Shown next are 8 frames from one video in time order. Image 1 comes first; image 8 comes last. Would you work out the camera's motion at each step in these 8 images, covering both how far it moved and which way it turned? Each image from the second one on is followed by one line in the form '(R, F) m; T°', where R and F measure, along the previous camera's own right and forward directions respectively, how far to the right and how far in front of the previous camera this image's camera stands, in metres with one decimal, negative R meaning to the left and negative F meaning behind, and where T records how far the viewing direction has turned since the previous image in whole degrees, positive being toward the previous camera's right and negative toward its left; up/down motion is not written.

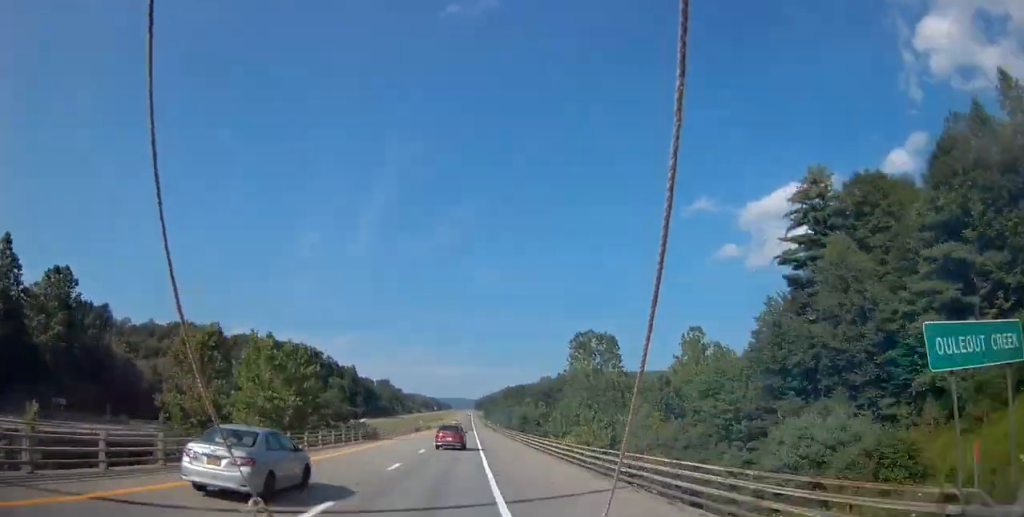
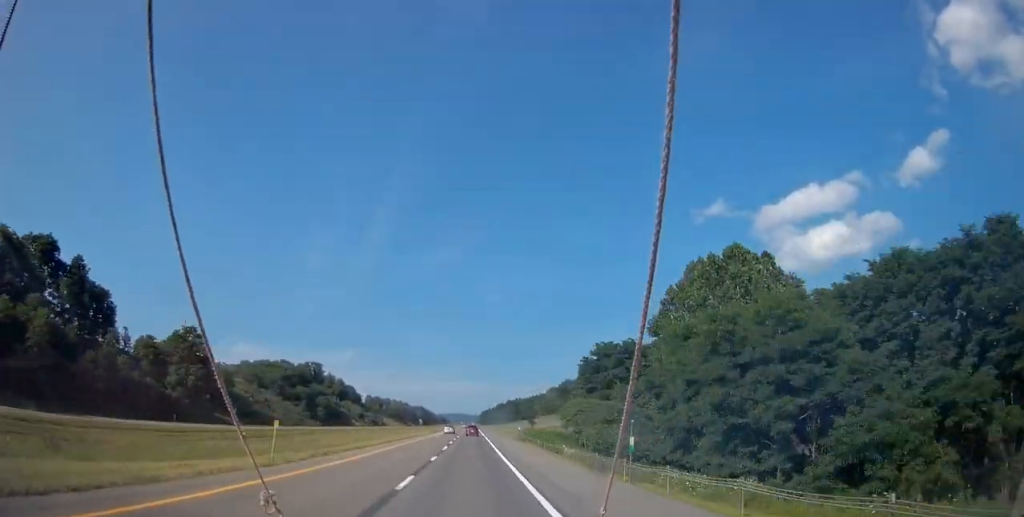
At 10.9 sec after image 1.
(-0.3, +305.5) m; 0°
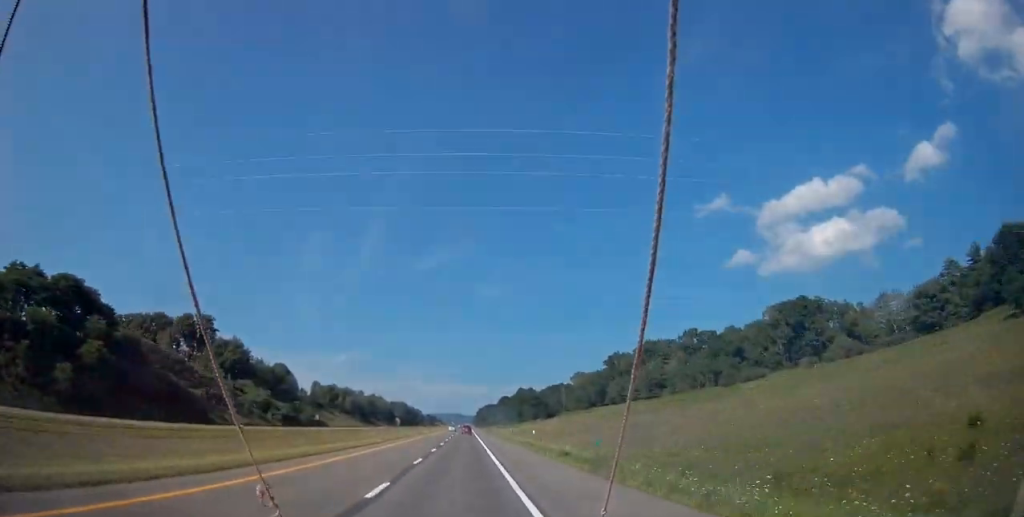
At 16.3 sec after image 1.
(+0.1, +146.6) m; 0°
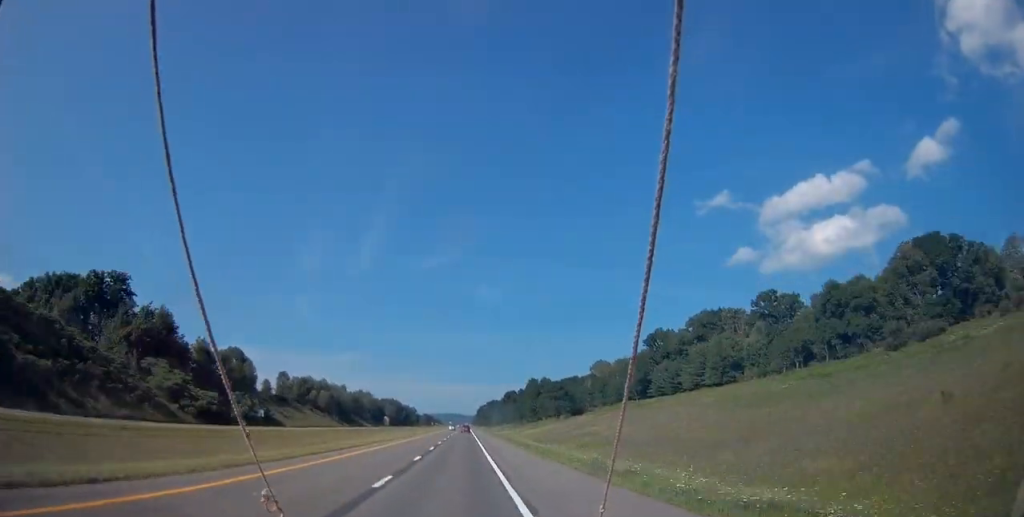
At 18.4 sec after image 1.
(-0.1, +58.8) m; 0°
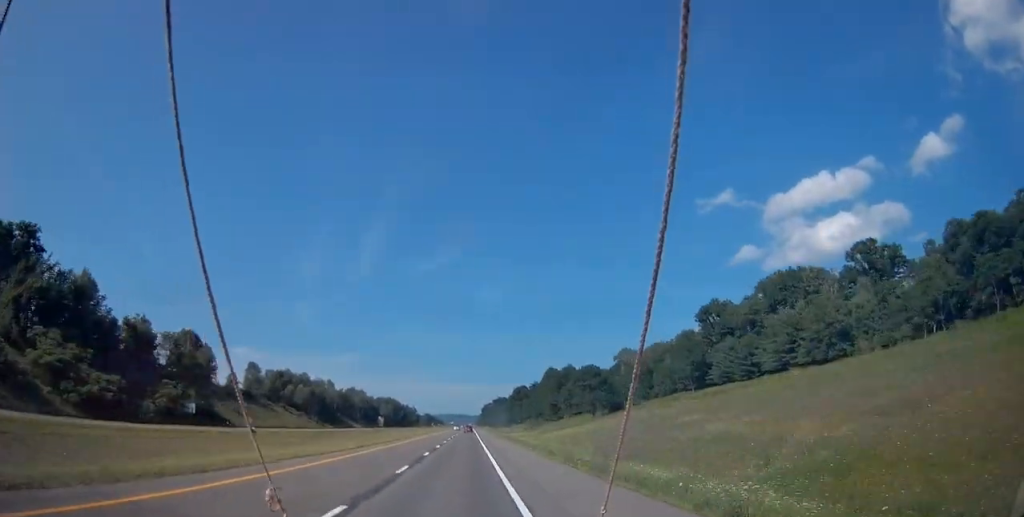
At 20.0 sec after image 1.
(0.0, +44.2) m; 0°
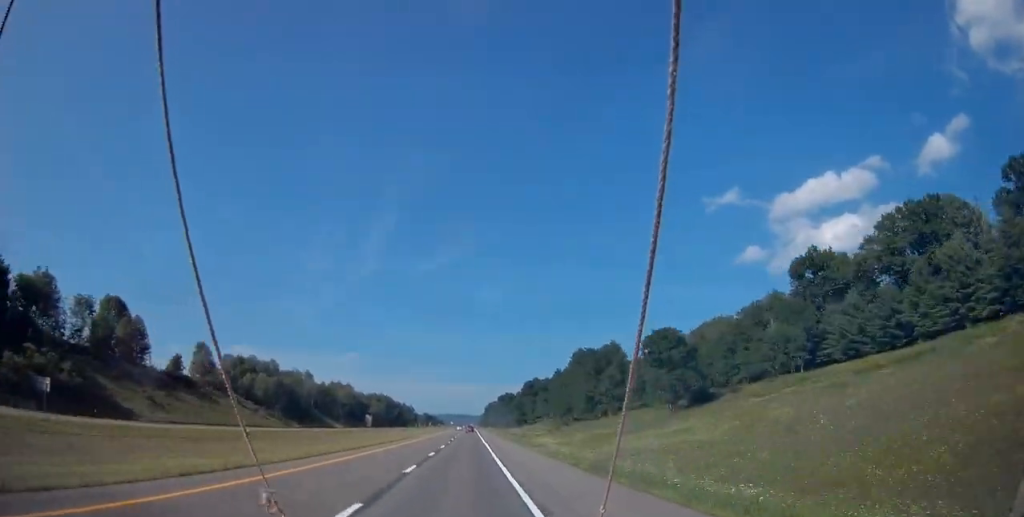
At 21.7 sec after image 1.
(0.0, +48.2) m; 0°
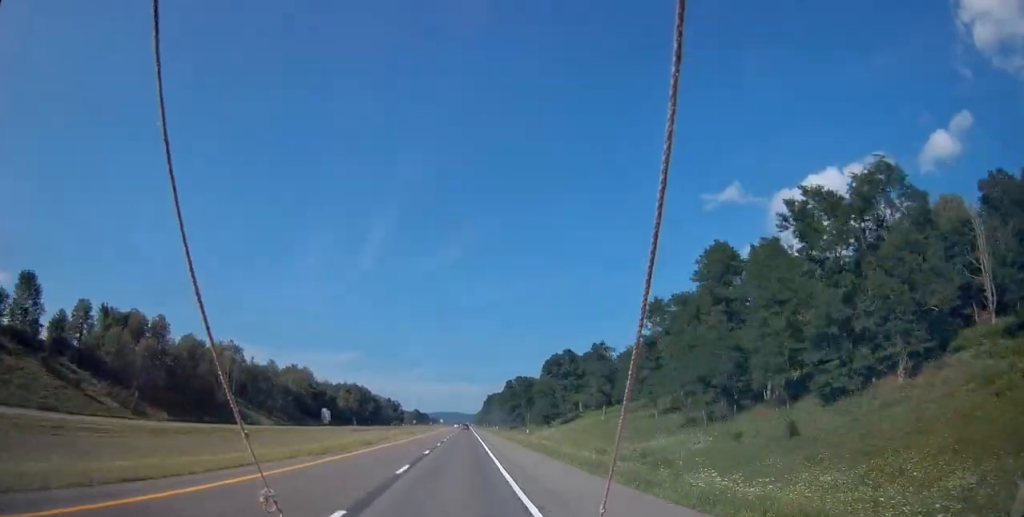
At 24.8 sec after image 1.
(0.0, +87.6) m; 0°
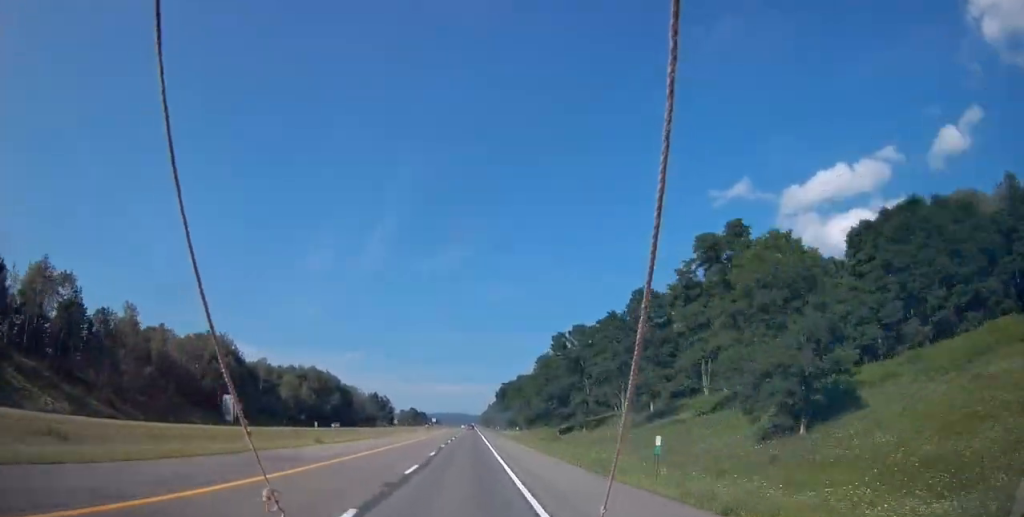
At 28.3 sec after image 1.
(0.0, +107.8) m; 0°
